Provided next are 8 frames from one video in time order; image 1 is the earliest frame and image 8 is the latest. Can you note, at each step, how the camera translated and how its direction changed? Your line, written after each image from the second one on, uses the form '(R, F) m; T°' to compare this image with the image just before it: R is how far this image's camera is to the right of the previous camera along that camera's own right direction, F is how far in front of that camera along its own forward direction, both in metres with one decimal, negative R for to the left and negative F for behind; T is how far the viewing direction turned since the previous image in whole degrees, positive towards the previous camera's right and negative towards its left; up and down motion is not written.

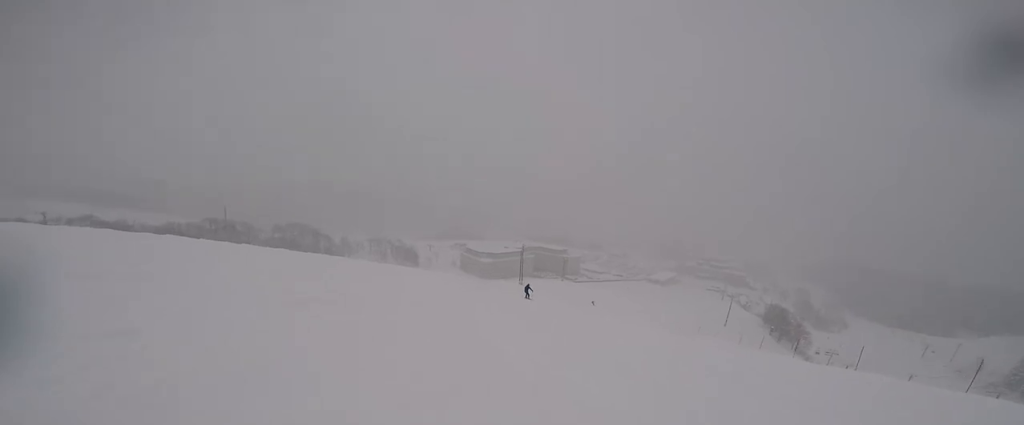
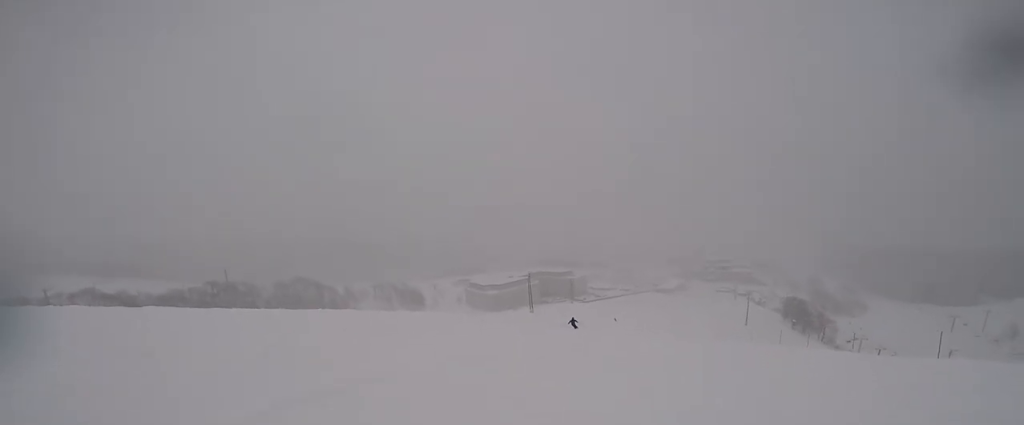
(-1.1, +3.3) m; -2°
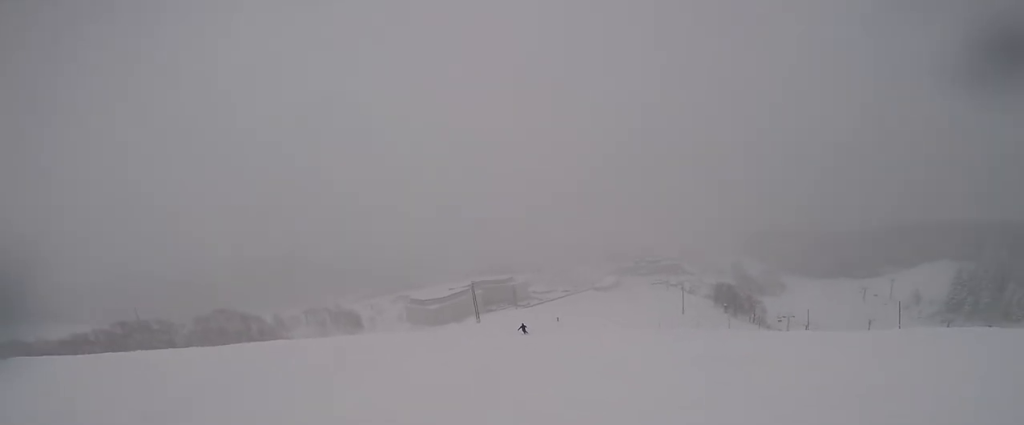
(+0.3, +2.6) m; +13°
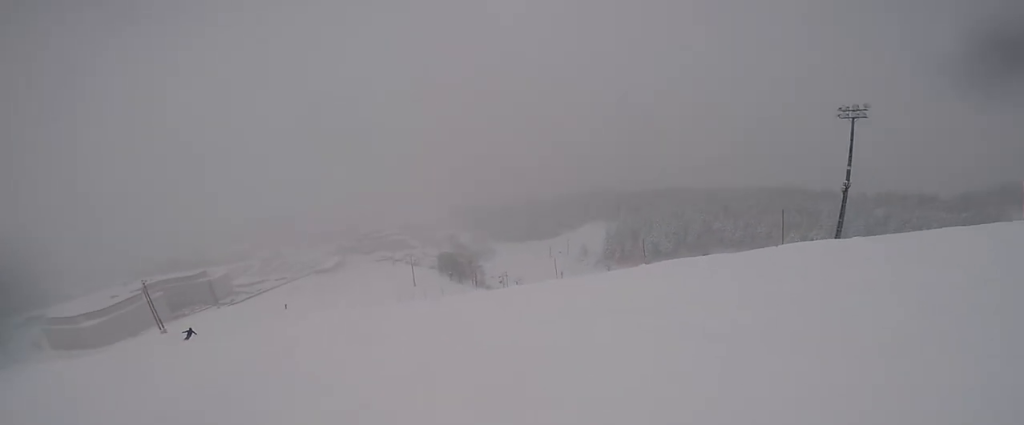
(+2.3, +5.8) m; +40°
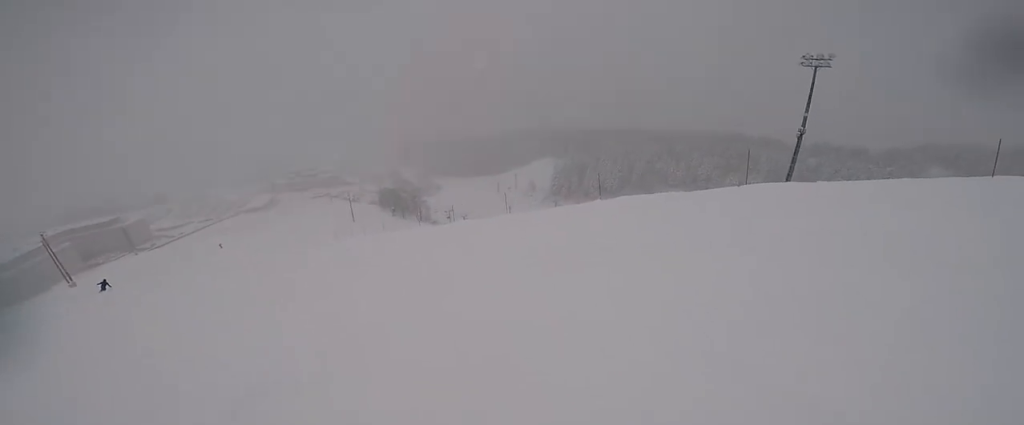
(+0.1, +2.1) m; +10°
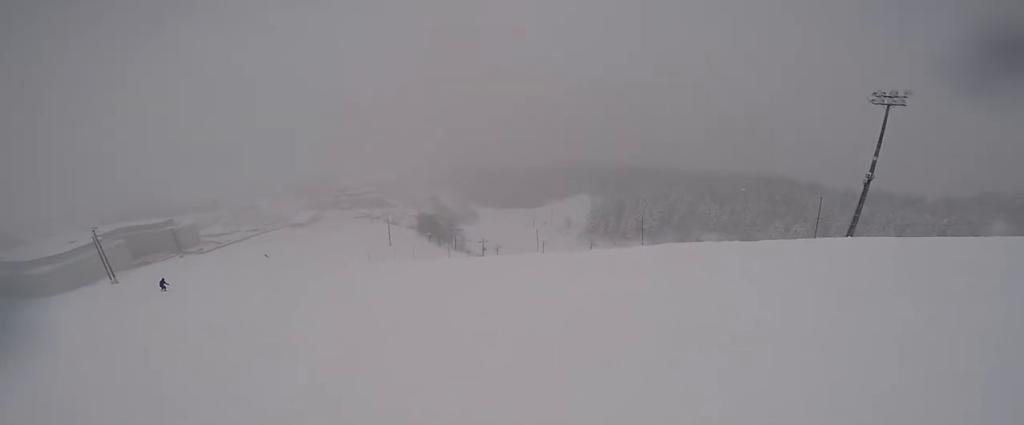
(+0.4, +2.7) m; +5°
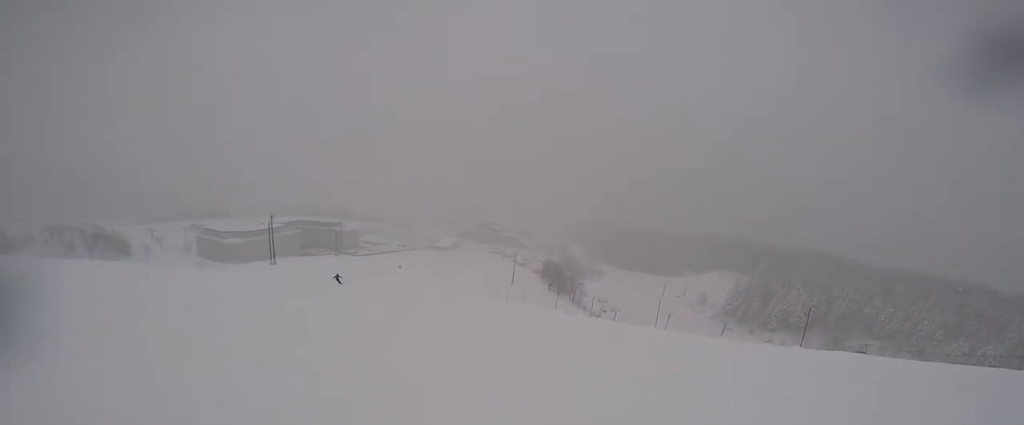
(+0.3, +4.3) m; -5°
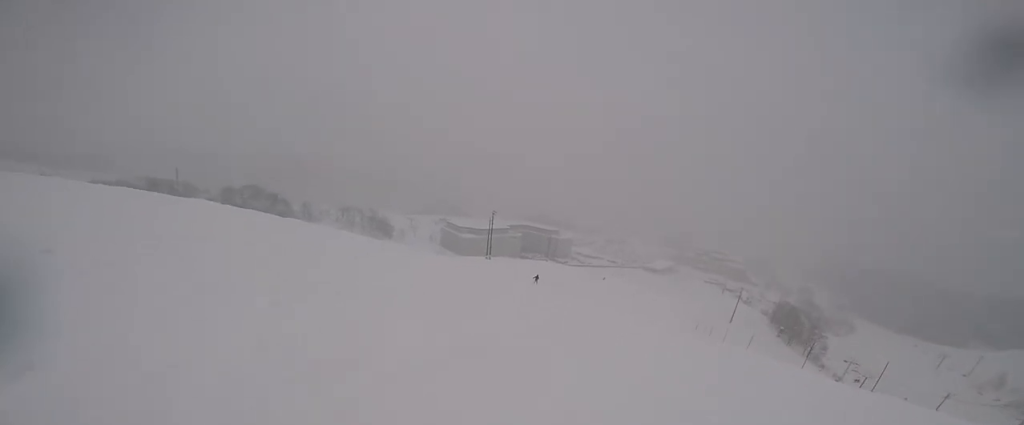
(-2.0, +6.7) m; -38°
